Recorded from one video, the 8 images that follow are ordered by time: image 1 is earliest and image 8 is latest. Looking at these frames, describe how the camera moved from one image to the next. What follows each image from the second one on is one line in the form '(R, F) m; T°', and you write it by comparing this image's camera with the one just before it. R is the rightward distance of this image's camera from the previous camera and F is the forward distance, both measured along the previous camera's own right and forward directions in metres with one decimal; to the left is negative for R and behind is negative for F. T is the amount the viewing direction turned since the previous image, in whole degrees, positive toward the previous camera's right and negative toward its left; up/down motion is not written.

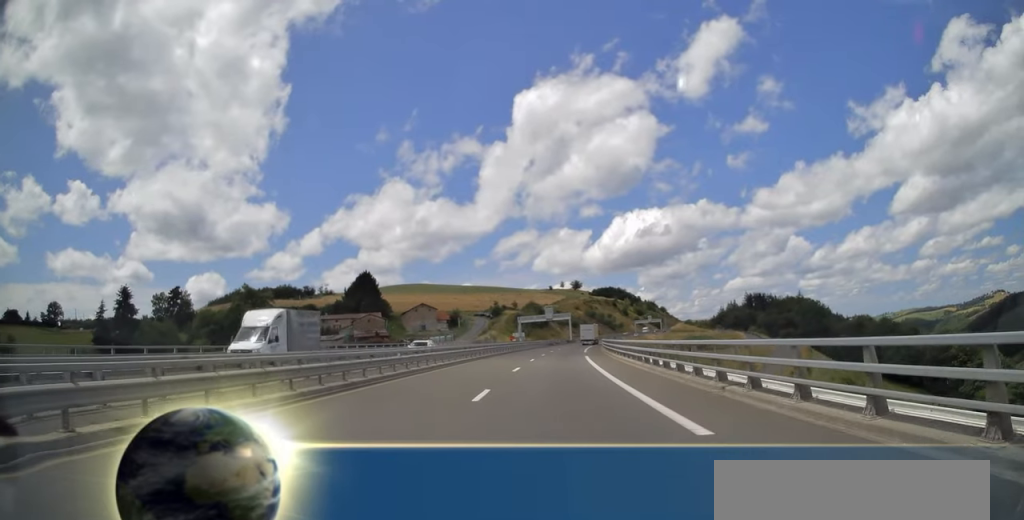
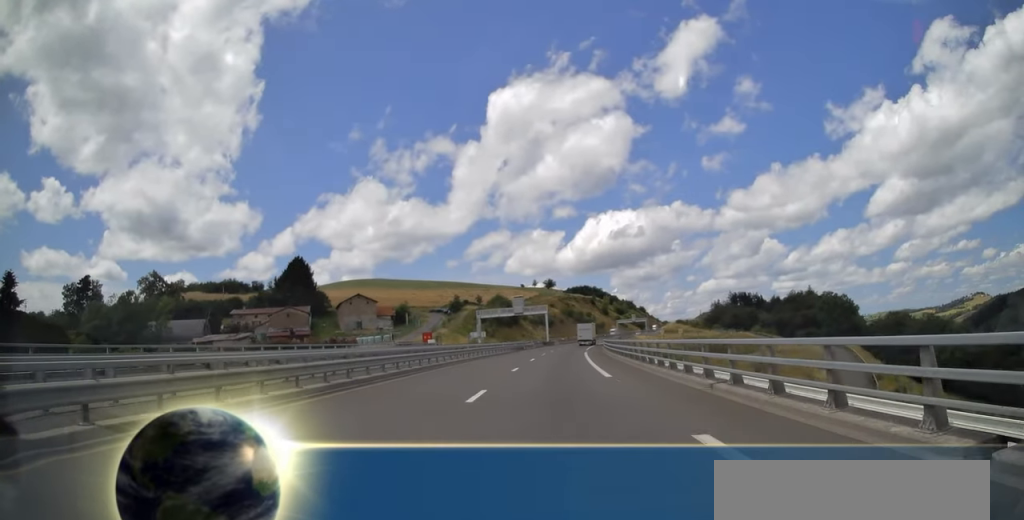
(0.0, +38.9) m; 0°
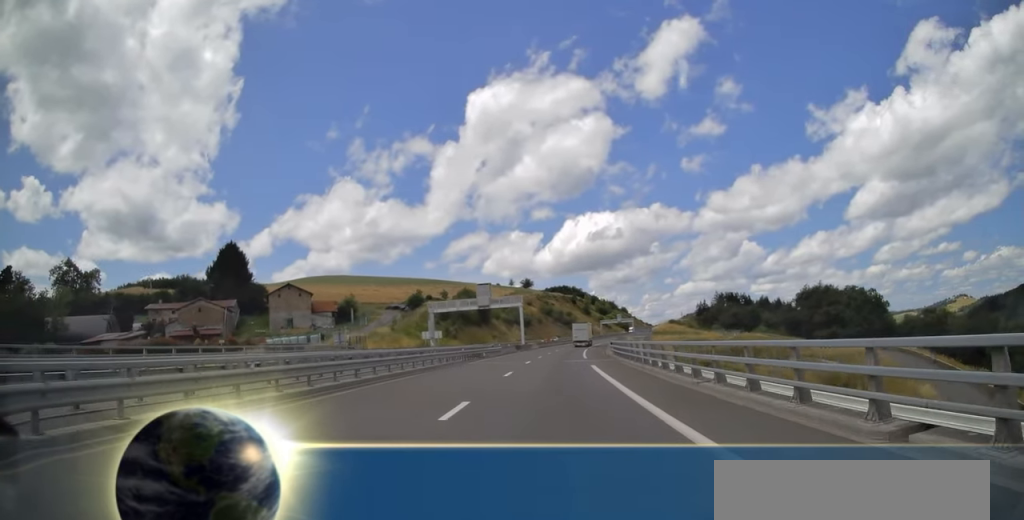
(0.0, +28.7) m; 0°
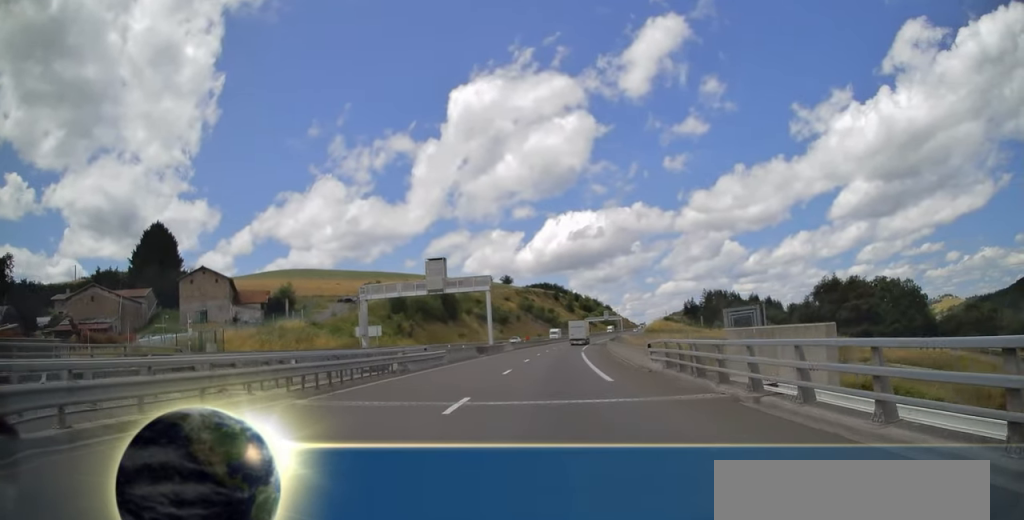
(0.0, +25.1) m; 0°
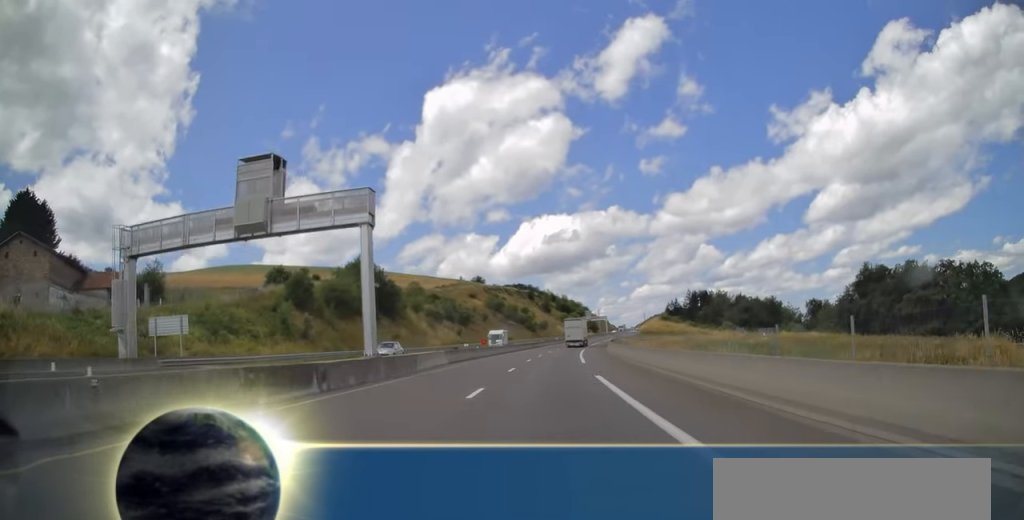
(+0.1, +34.8) m; +3°
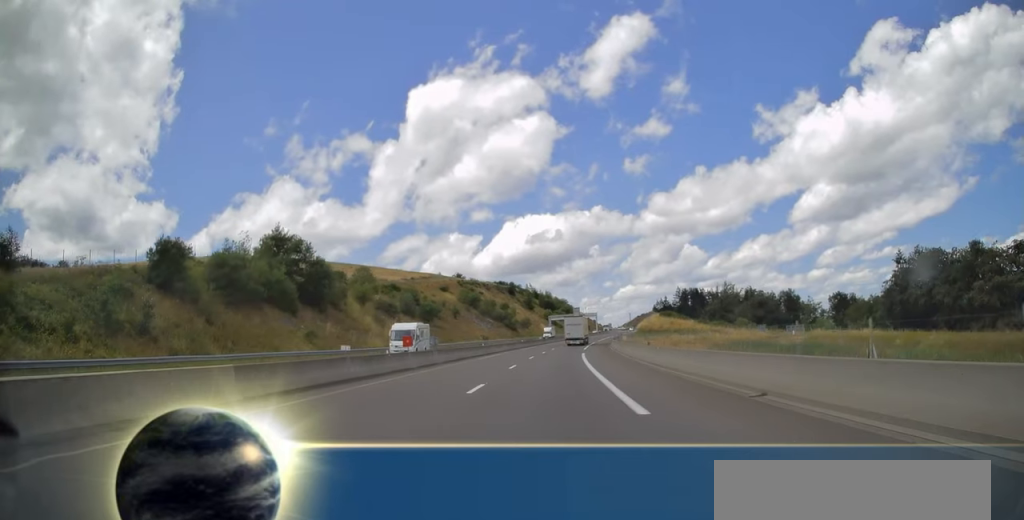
(+0.7, +25.0) m; +6°
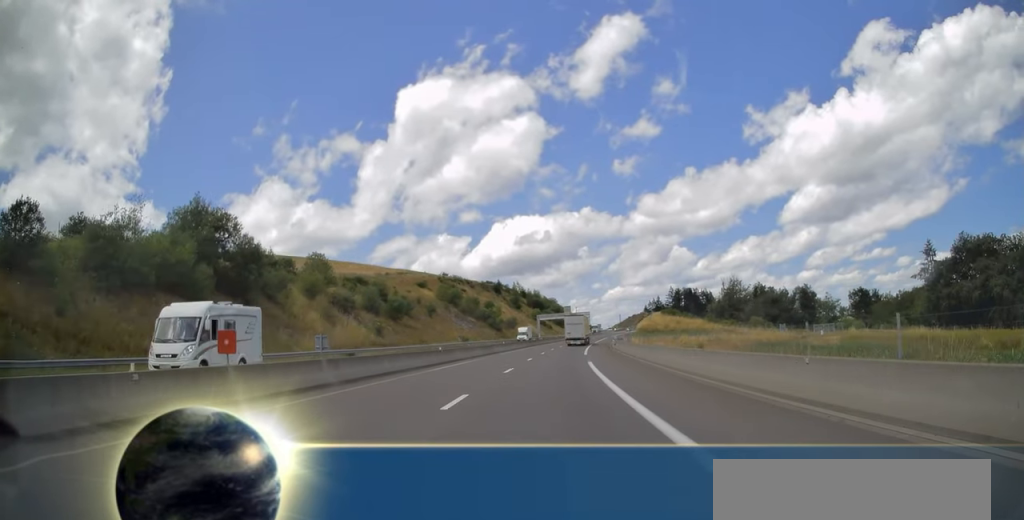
(+1.3, +16.4) m; +4°
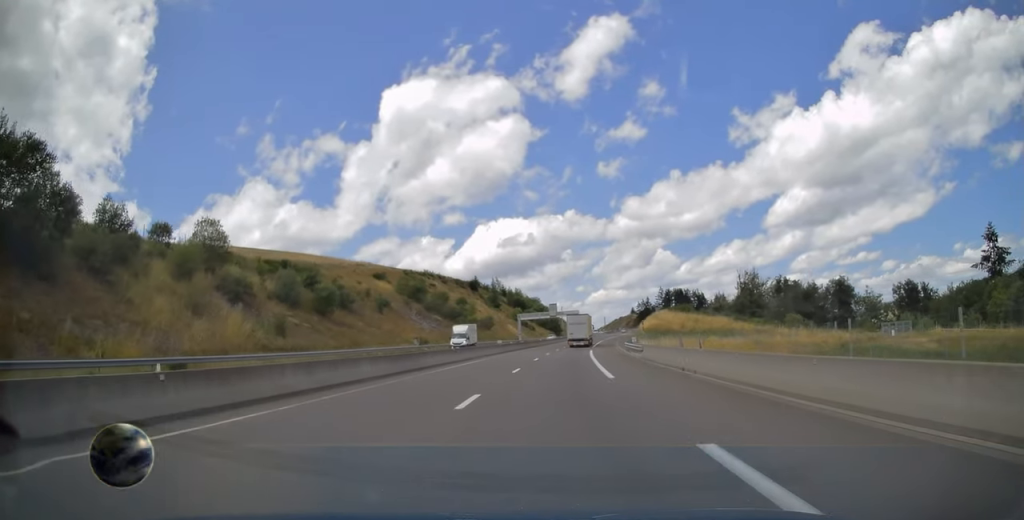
(+0.7, +25.7) m; +3°
